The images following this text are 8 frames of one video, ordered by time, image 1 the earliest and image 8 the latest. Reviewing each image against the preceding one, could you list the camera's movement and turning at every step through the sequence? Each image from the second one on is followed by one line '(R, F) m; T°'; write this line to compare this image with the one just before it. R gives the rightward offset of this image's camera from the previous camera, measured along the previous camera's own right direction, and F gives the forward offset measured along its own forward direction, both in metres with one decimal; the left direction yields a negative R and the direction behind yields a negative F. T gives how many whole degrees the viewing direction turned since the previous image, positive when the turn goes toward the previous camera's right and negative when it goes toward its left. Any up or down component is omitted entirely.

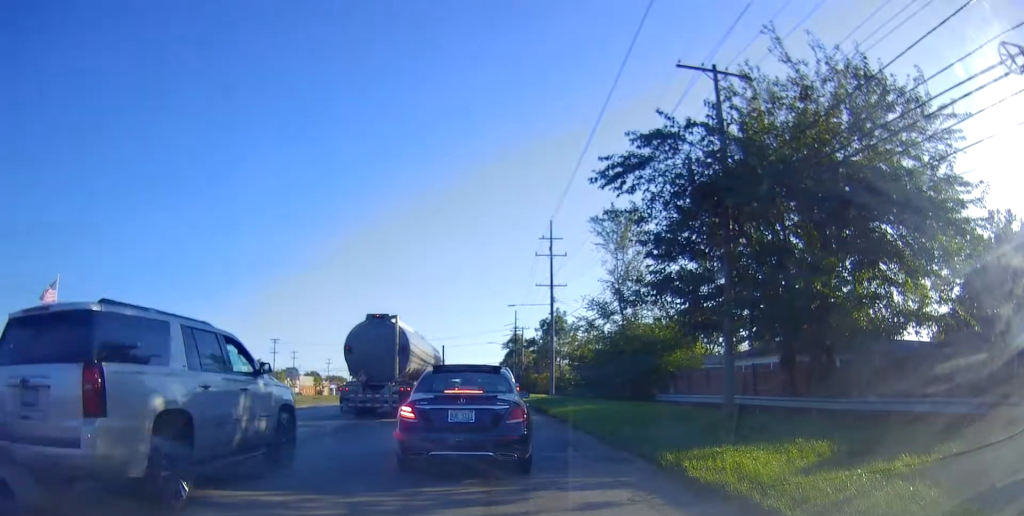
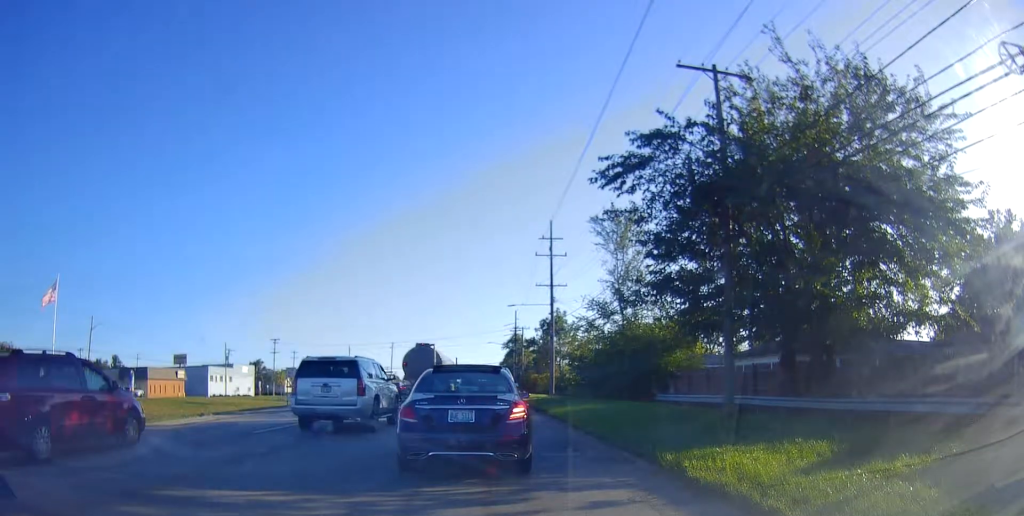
(0.0, +0.3) m; 0°
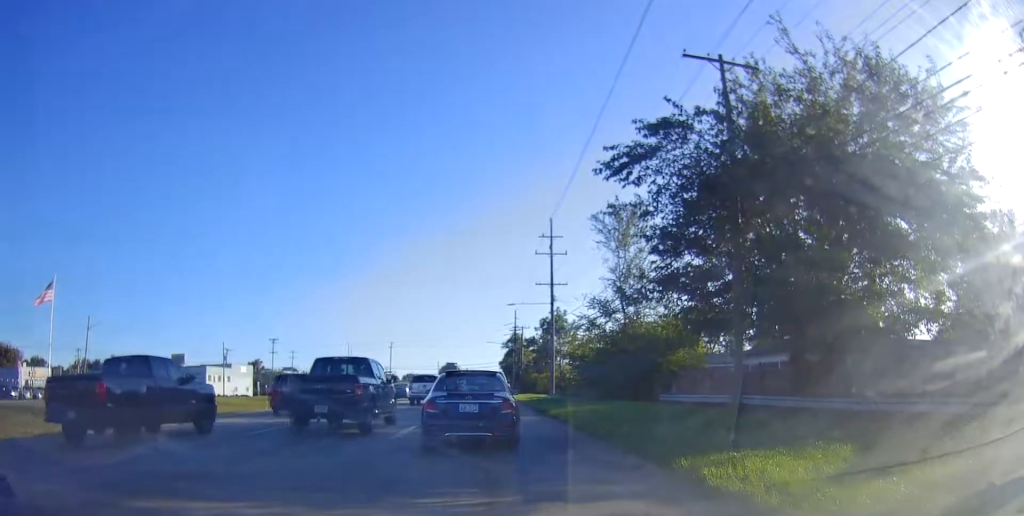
(0.0, +0.3) m; 0°
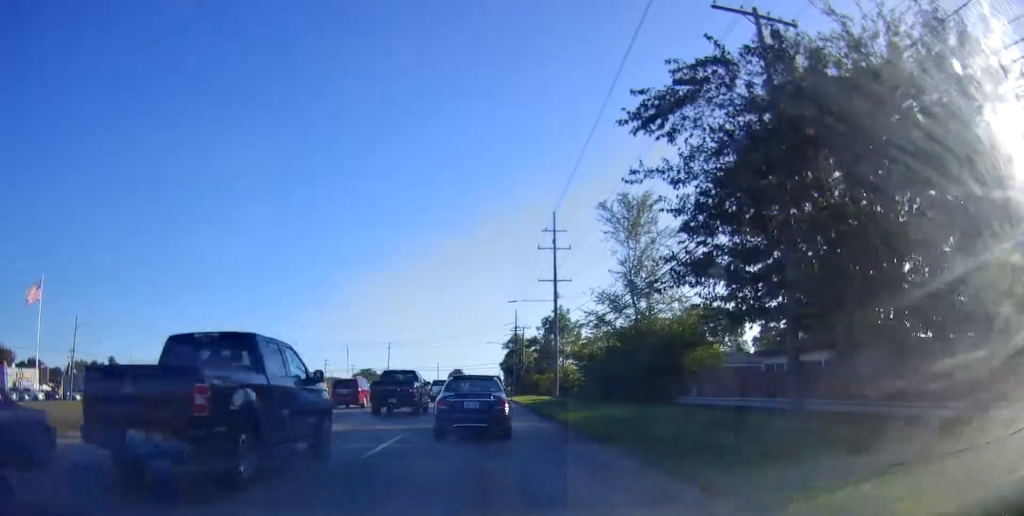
(0.0, +1.1) m; 0°
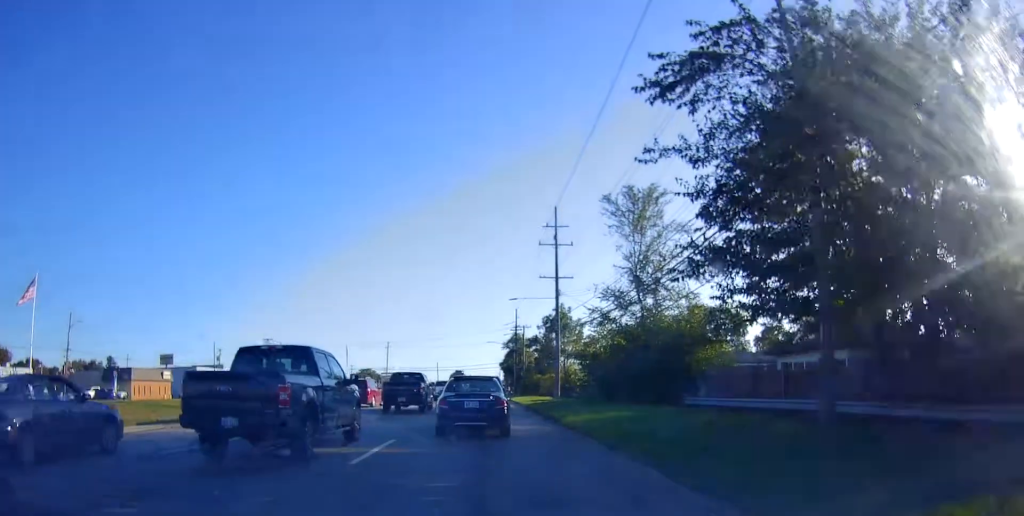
(0.0, +1.0) m; 0°
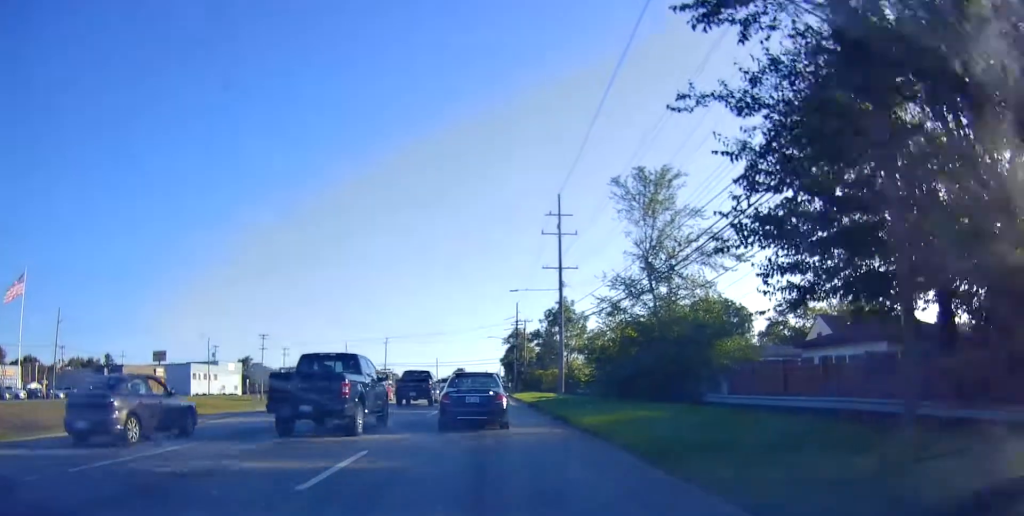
(0.0, +1.6) m; 0°
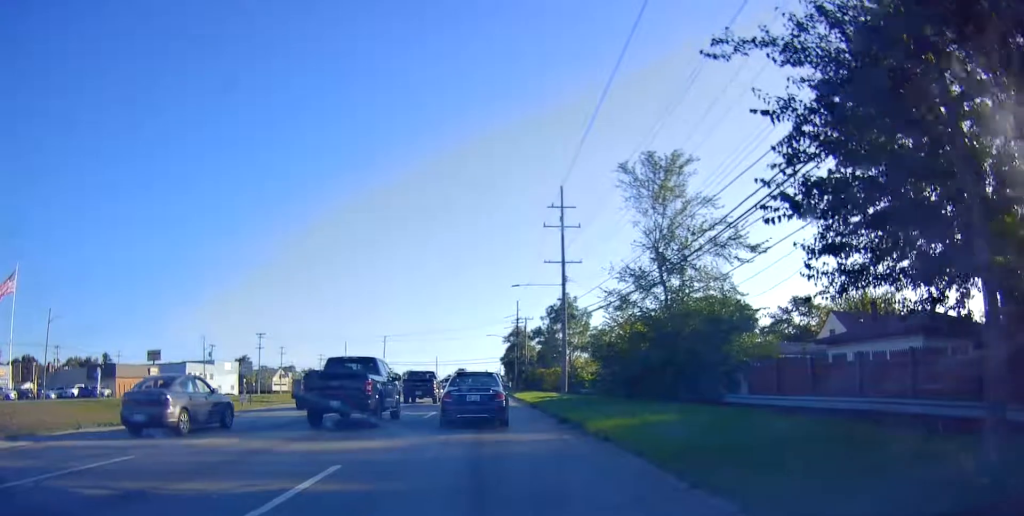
(0.0, +1.6) m; 0°
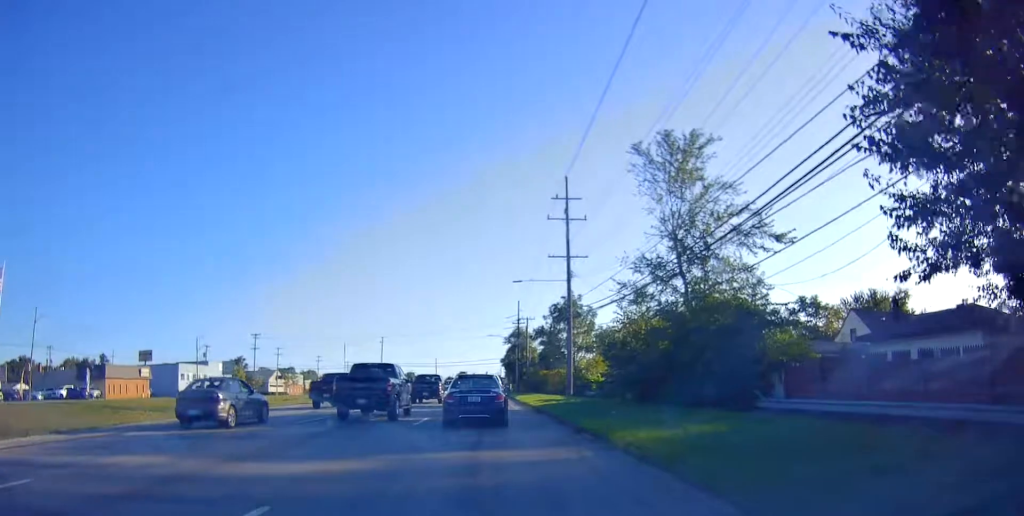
(0.0, +2.2) m; 0°
